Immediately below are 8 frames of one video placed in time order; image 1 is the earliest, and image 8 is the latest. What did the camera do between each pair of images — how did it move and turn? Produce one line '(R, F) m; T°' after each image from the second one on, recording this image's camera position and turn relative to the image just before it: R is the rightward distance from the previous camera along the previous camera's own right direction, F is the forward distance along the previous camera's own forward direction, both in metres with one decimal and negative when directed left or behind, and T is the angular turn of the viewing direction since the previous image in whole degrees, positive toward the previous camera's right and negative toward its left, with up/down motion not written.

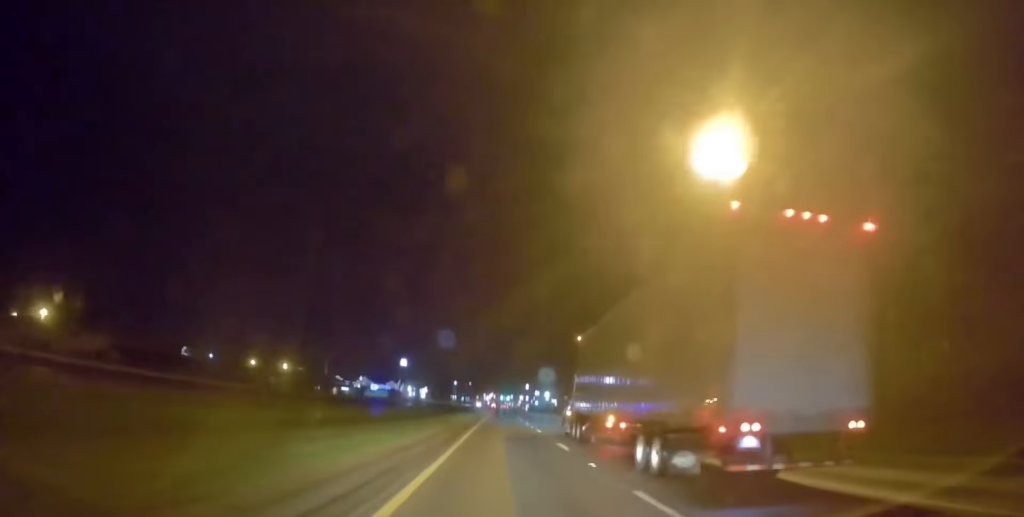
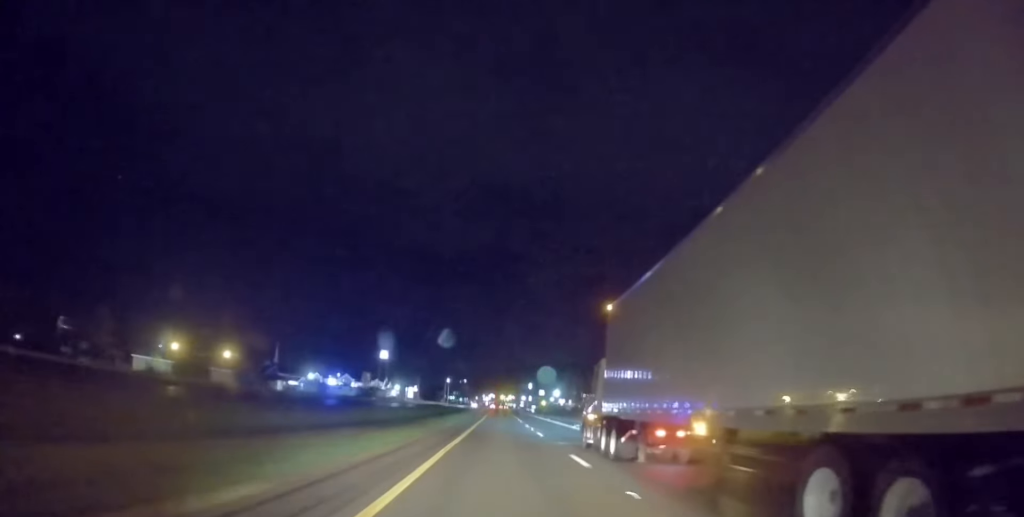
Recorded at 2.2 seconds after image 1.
(+1.0, +54.6) m; 0°
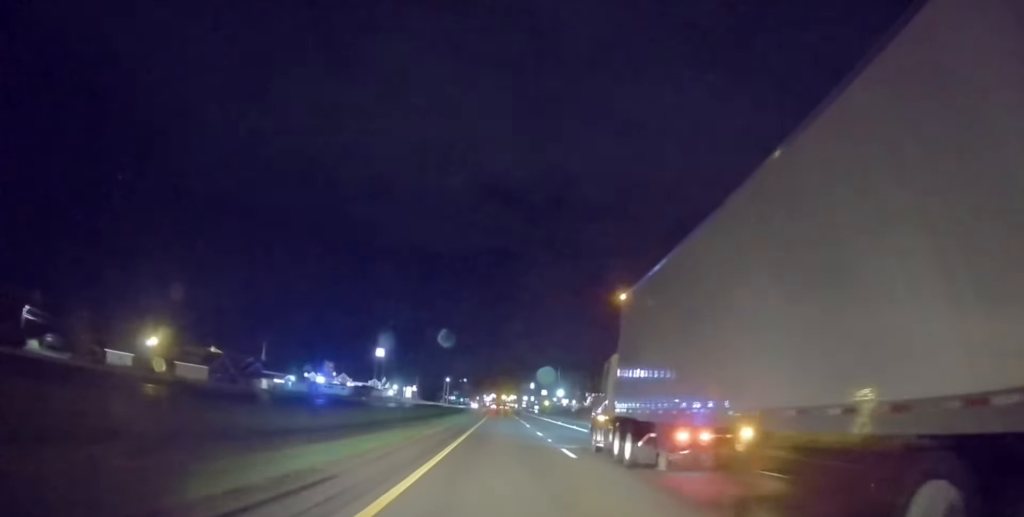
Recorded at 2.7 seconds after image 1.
(-0.2, +10.9) m; 0°
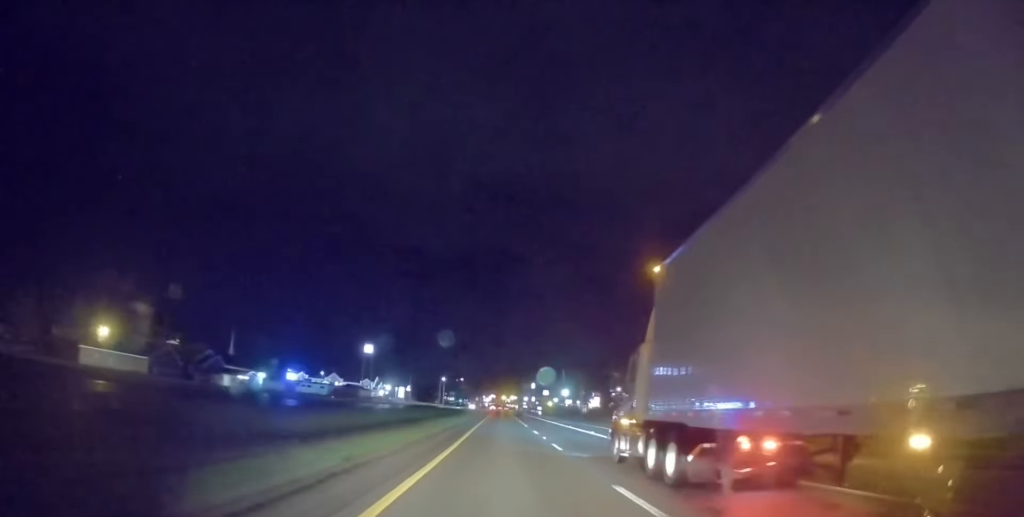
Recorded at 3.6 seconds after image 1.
(-0.2, +21.3) m; 0°
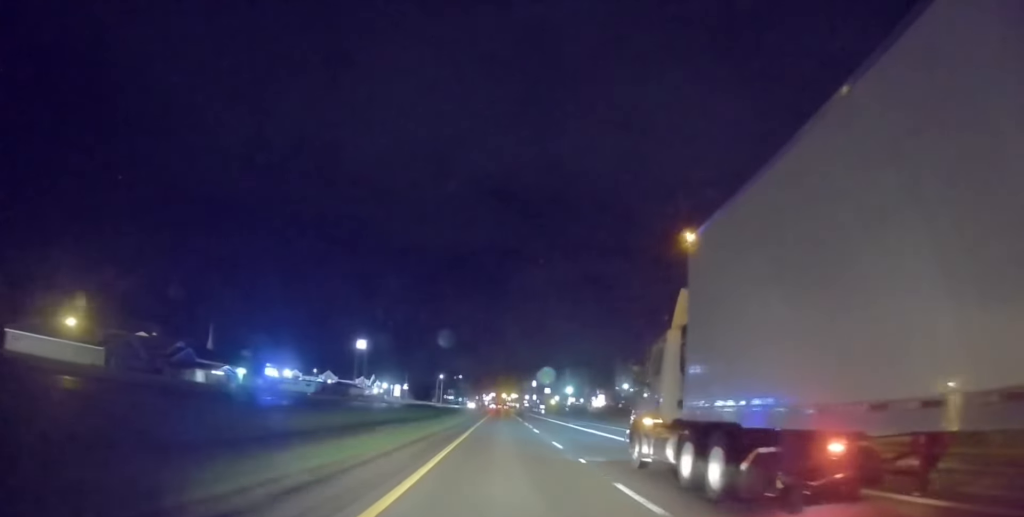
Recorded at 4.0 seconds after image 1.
(+0.2, +11.6) m; +1°
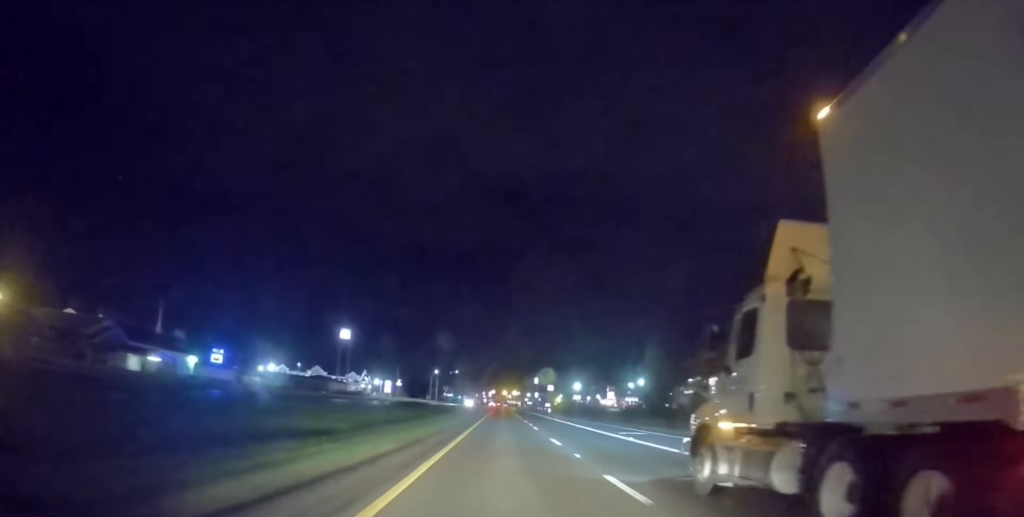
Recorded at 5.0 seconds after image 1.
(+0.1, +23.6) m; +1°
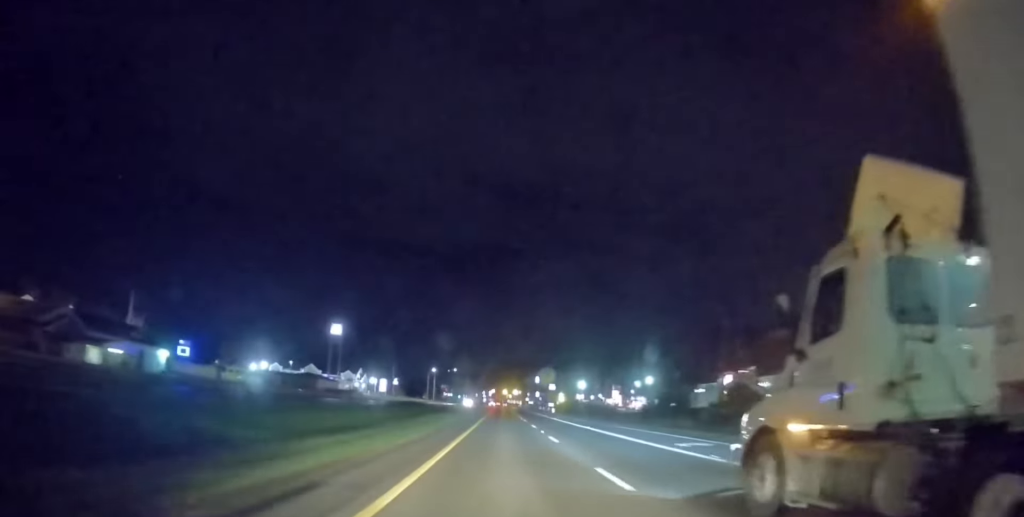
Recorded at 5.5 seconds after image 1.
(0.0, +10.7) m; 0°
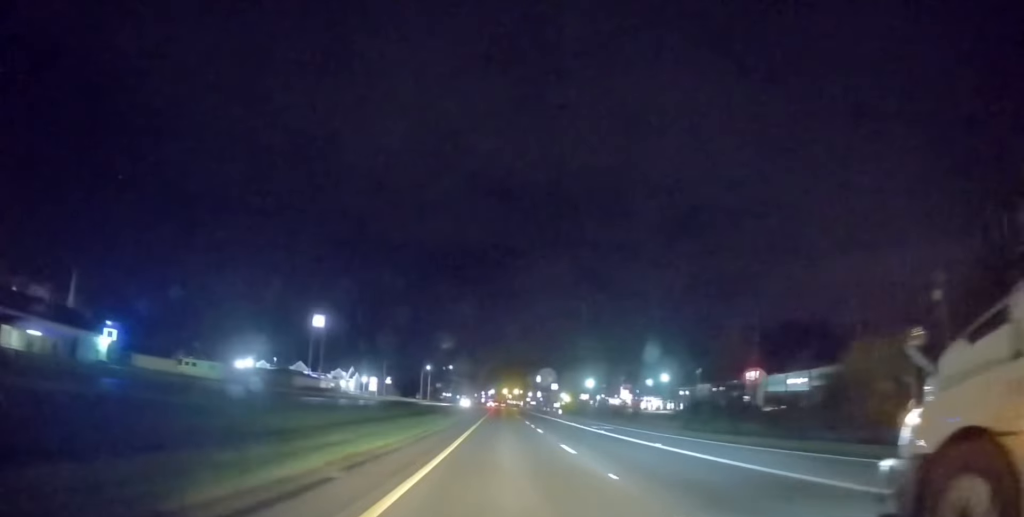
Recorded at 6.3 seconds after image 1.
(+0.2, +19.0) m; 0°
